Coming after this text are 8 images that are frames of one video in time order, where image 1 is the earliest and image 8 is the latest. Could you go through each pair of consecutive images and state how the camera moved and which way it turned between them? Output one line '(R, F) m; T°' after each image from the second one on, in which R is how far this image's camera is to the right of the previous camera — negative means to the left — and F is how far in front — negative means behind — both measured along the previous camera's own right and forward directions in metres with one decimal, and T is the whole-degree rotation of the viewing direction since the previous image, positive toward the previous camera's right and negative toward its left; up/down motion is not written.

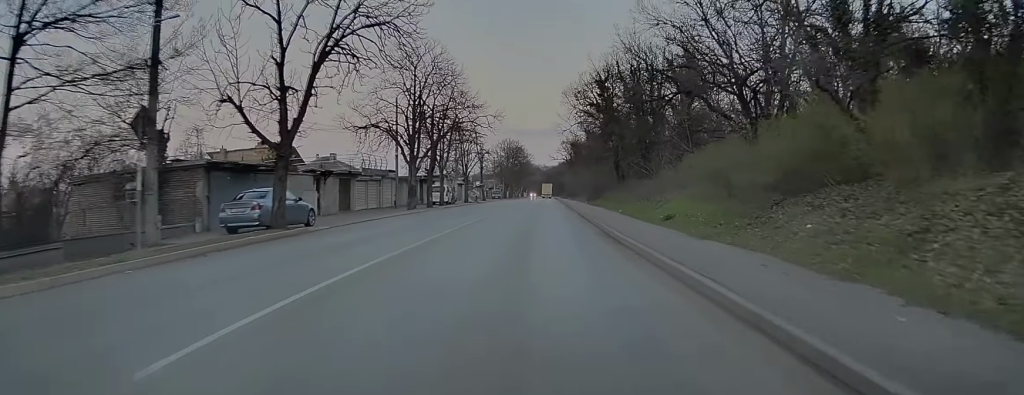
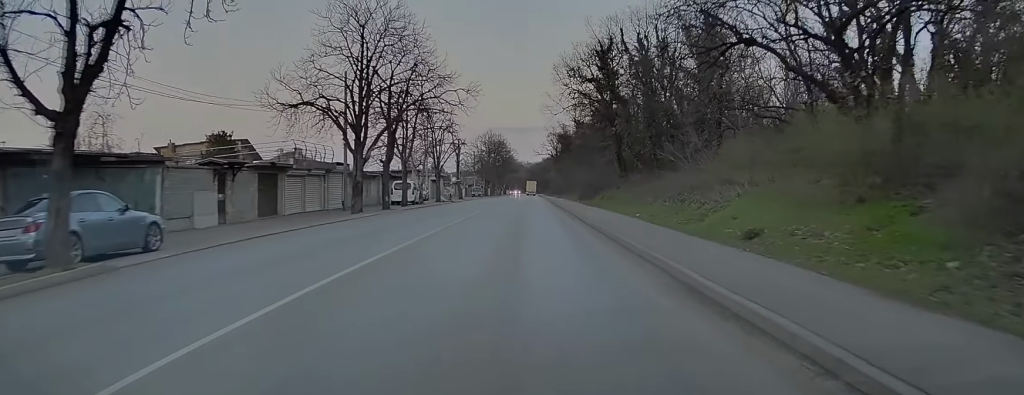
(0.0, +10.8) m; +2°
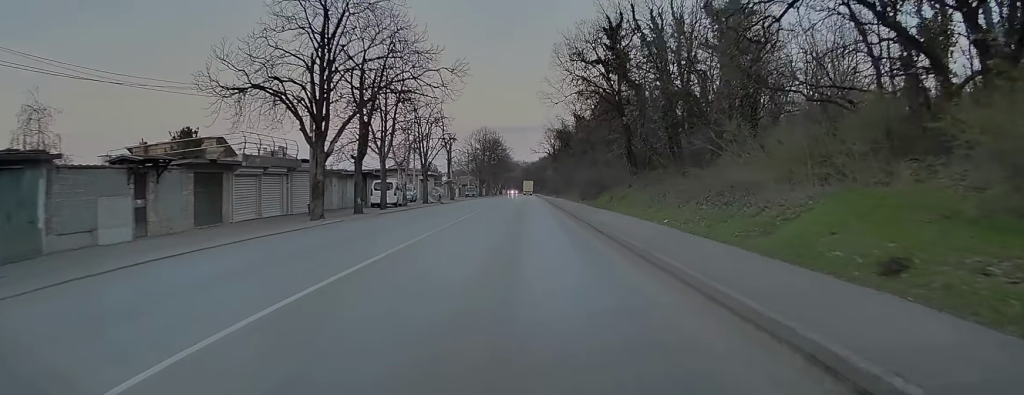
(-0.2, +6.1) m; +2°
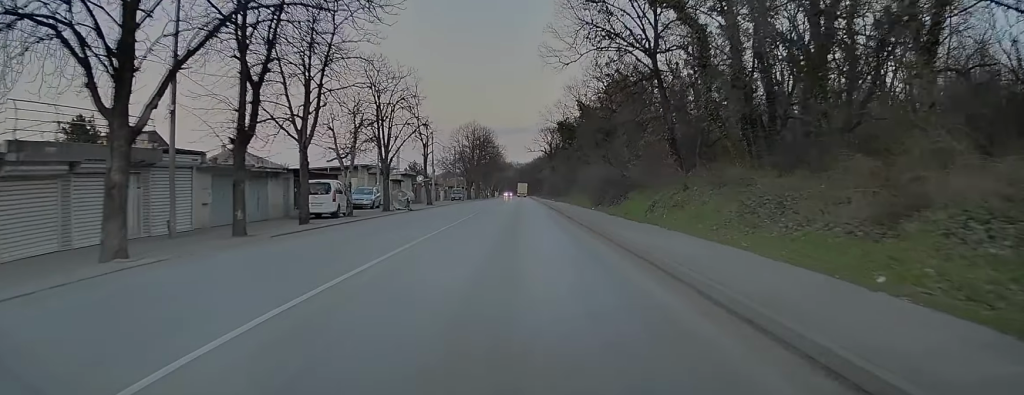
(+0.8, +14.2) m; +2°
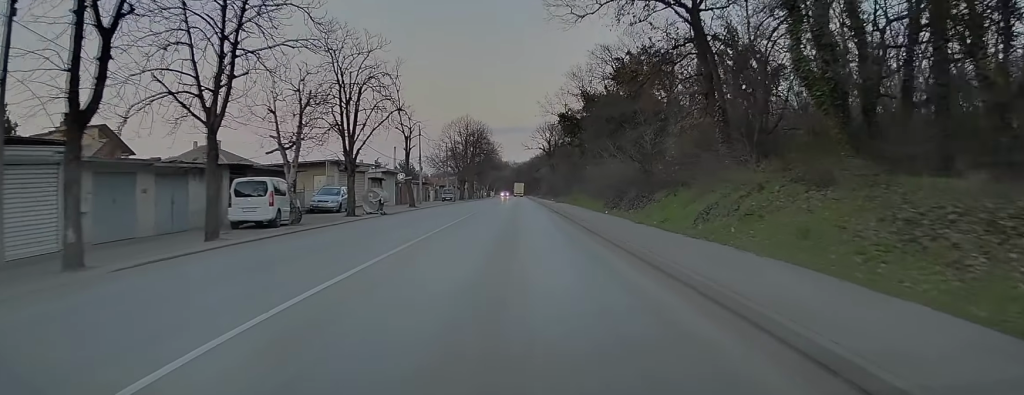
(-0.2, +8.2) m; -1°
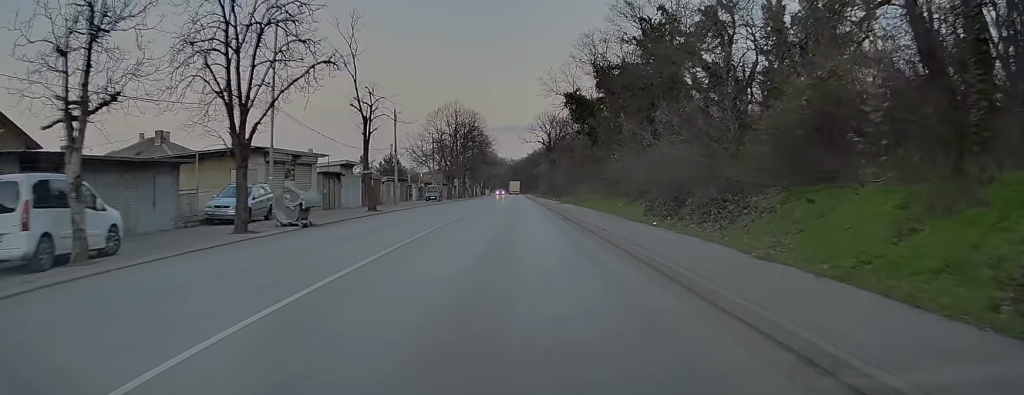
(-0.2, +13.5) m; -1°
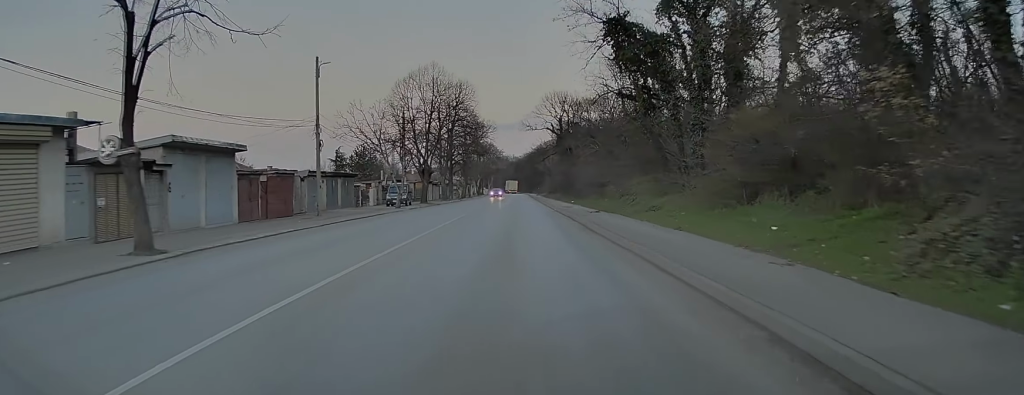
(0.0, +25.3) m; +1°
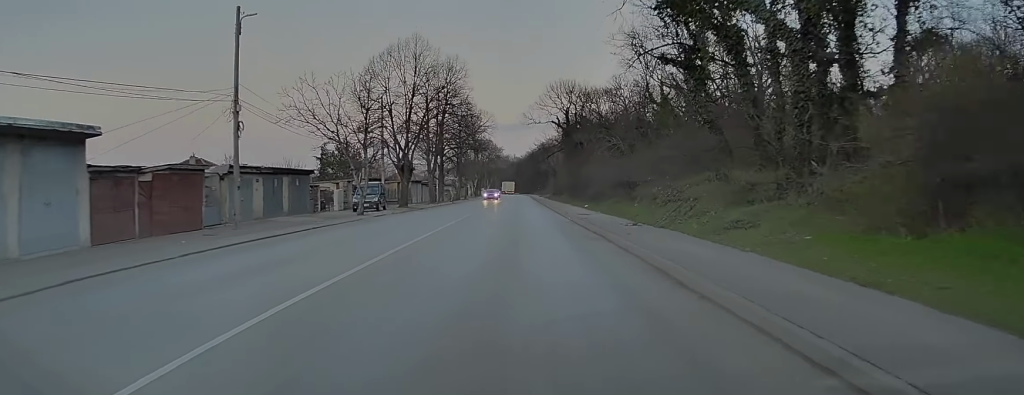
(0.0, +11.3) m; +2°
